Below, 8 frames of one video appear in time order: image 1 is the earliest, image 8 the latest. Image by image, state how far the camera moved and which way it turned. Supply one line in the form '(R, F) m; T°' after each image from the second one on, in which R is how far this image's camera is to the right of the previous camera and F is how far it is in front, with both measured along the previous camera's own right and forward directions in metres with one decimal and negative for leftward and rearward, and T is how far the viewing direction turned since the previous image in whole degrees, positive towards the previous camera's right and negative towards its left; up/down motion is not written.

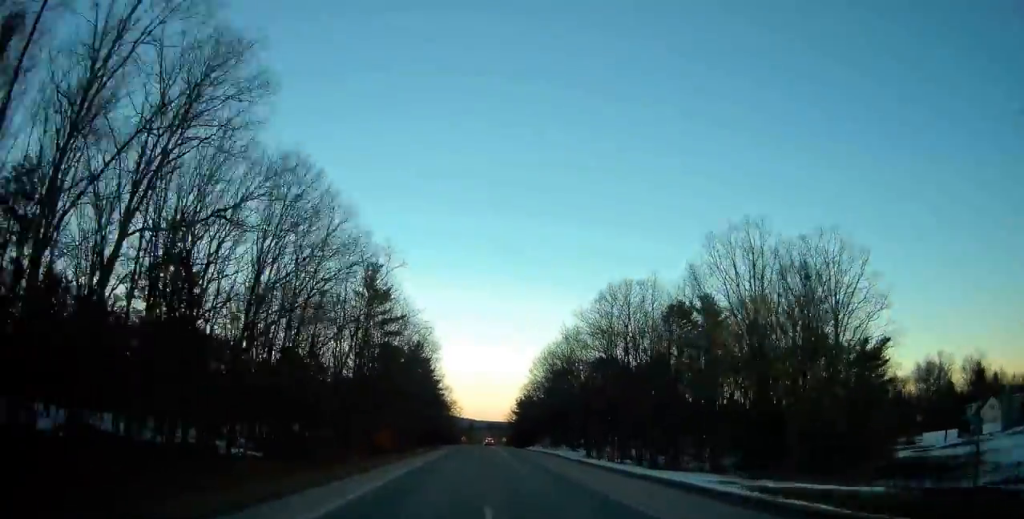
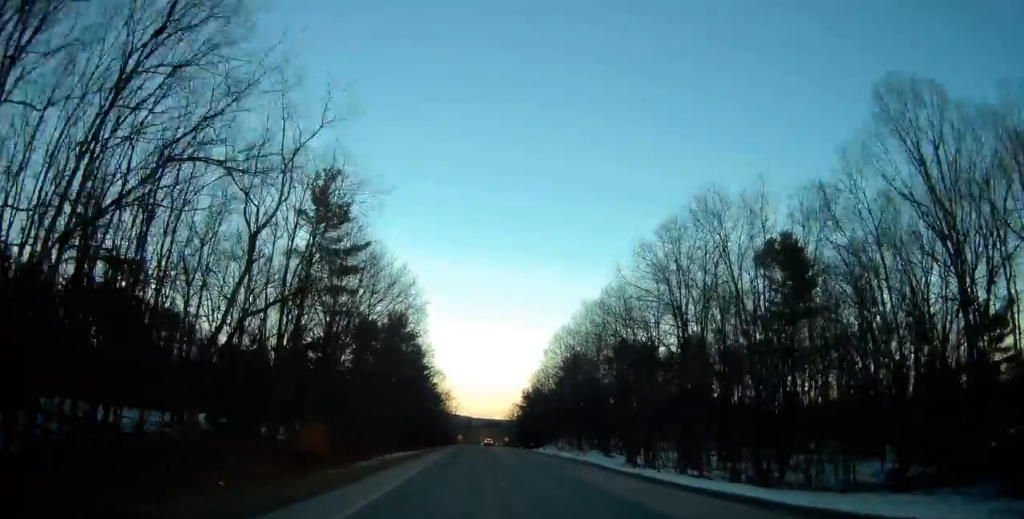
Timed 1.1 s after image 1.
(-0.3, +25.7) m; 0°
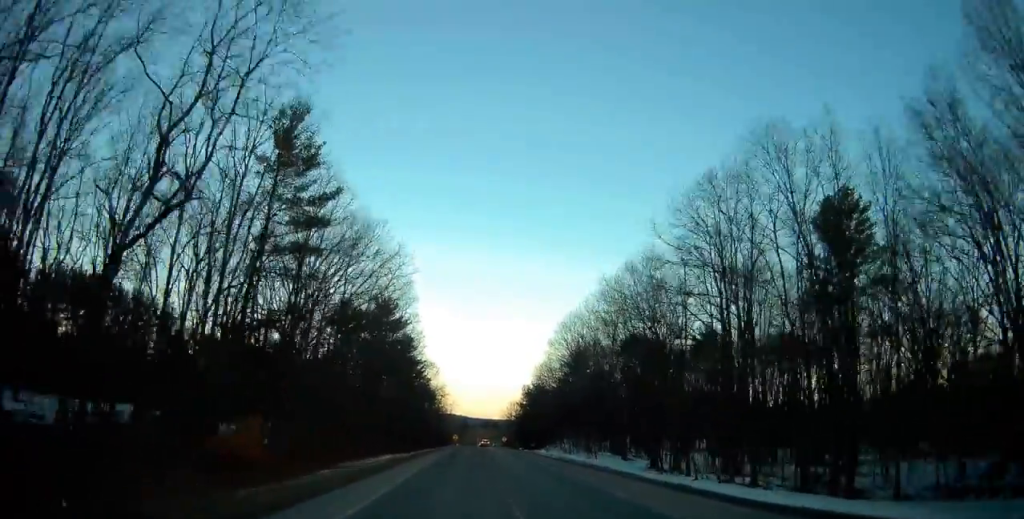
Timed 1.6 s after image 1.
(+0.1, +9.8) m; 0°
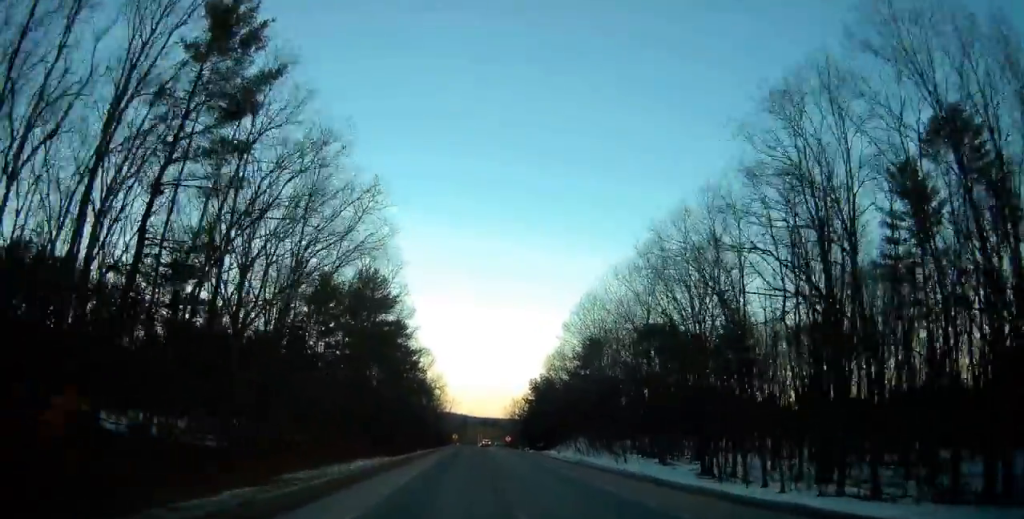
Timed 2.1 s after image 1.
(+0.2, +12.8) m; +1°
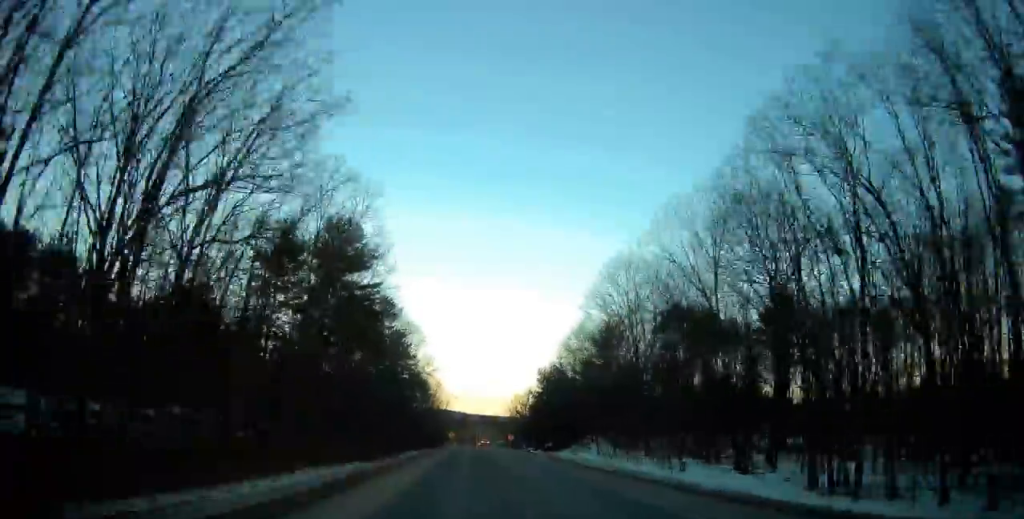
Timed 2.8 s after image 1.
(0.0, +15.8) m; -1°
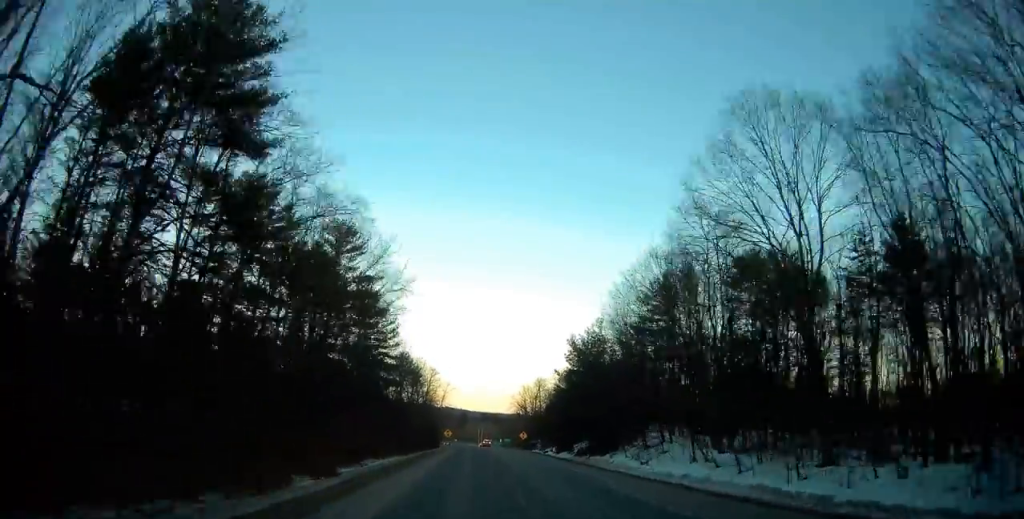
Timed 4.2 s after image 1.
(-0.5, +29.8) m; -1°
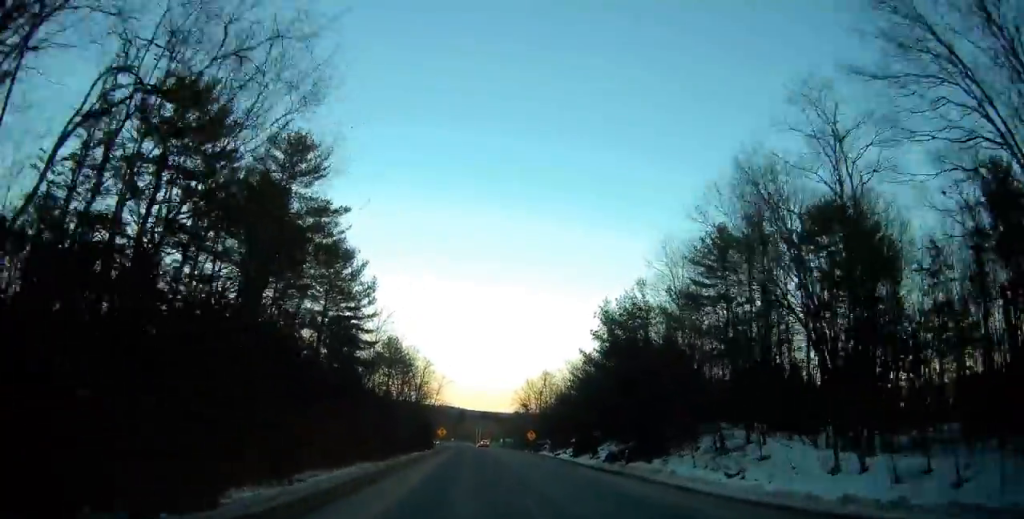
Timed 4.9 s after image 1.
(+0.2, +17.0) m; +1°
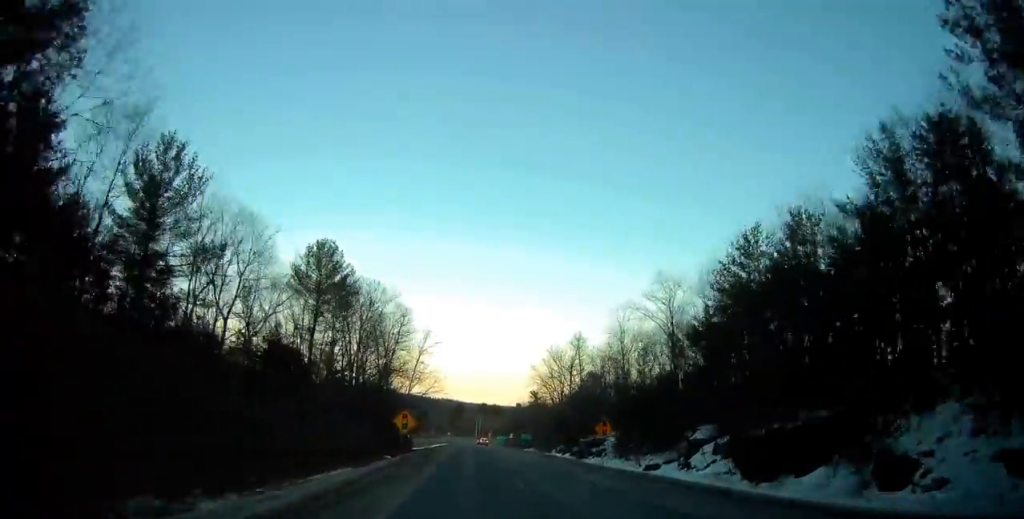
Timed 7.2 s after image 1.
(+0.4, +50.1) m; +1°
